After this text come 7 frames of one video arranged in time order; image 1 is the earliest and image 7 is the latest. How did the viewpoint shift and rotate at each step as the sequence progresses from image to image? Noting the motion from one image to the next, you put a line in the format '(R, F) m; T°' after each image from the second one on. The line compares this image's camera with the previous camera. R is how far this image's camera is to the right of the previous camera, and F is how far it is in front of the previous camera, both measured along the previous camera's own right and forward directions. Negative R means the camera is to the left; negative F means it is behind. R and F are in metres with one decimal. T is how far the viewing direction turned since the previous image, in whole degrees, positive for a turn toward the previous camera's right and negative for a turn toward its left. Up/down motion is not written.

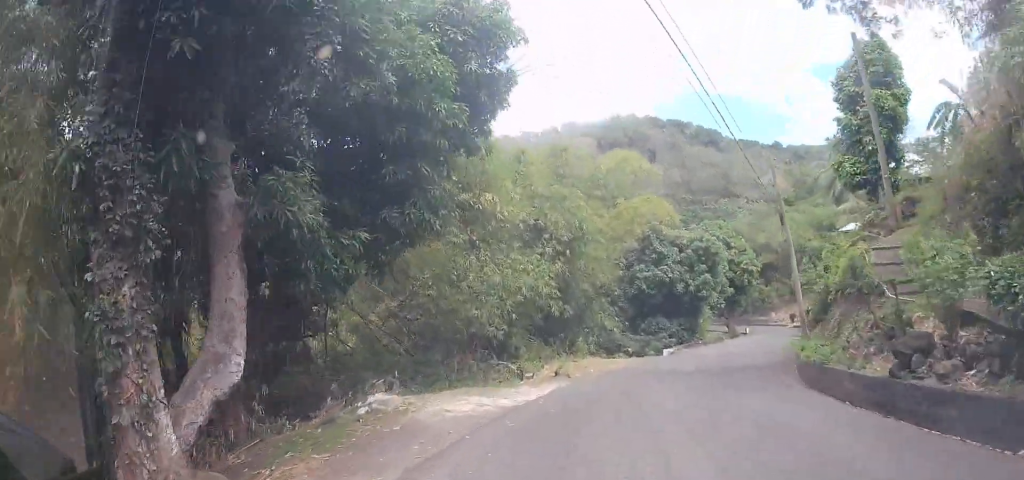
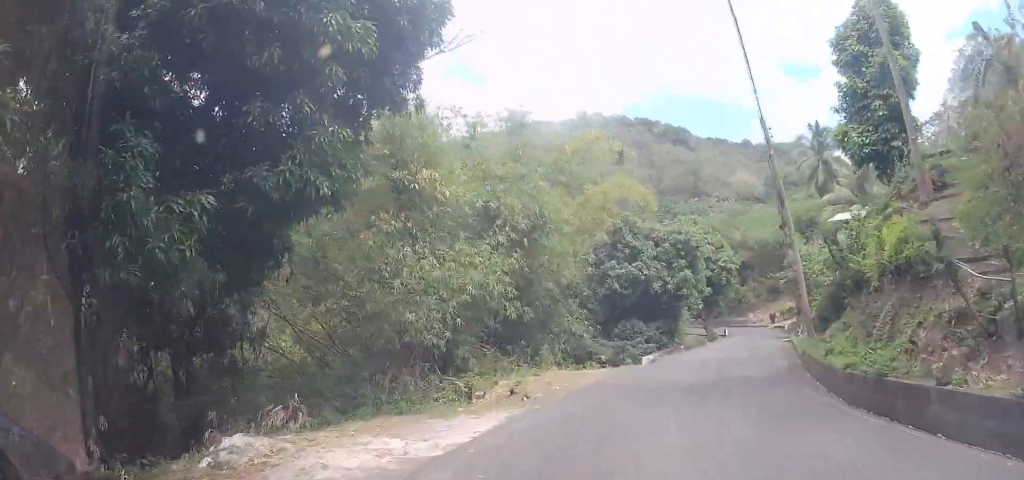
(+0.1, +4.4) m; +1°
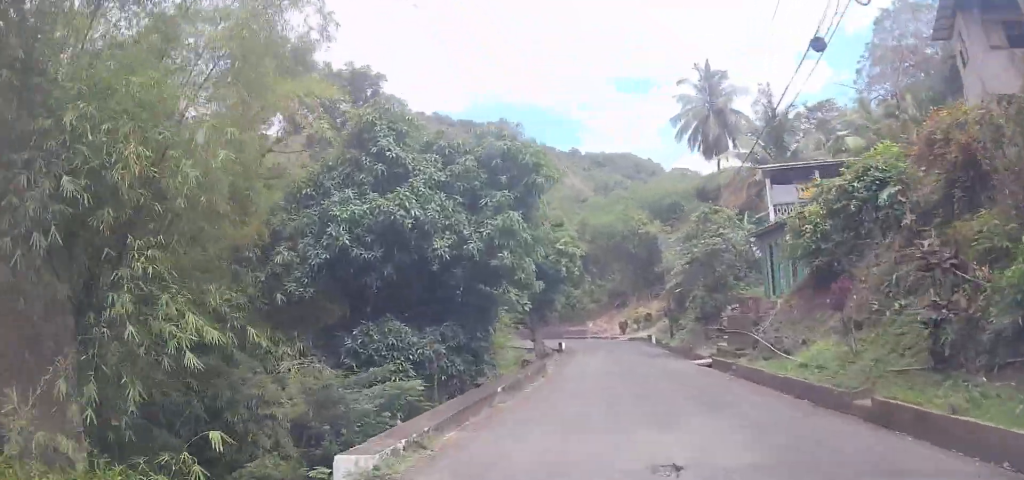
(+2.7, +19.2) m; +18°
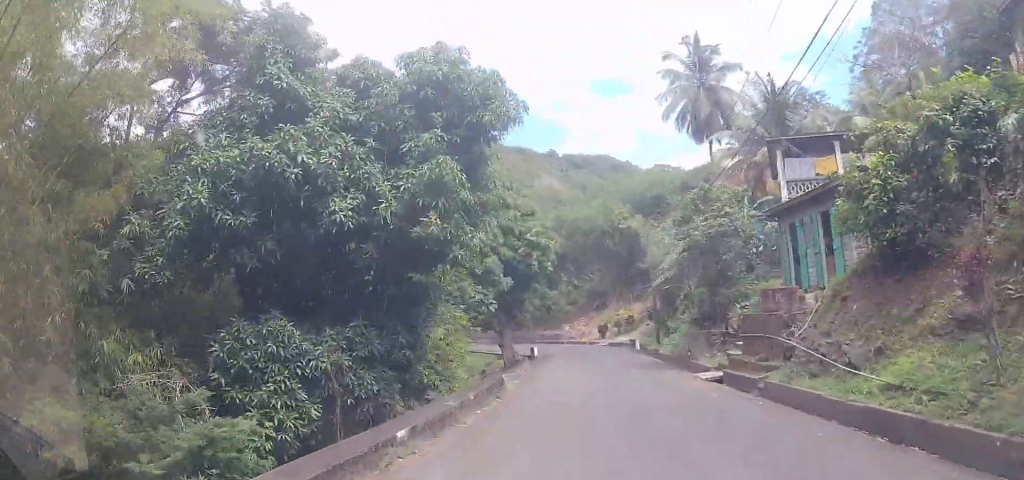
(+0.1, +4.9) m; +1°
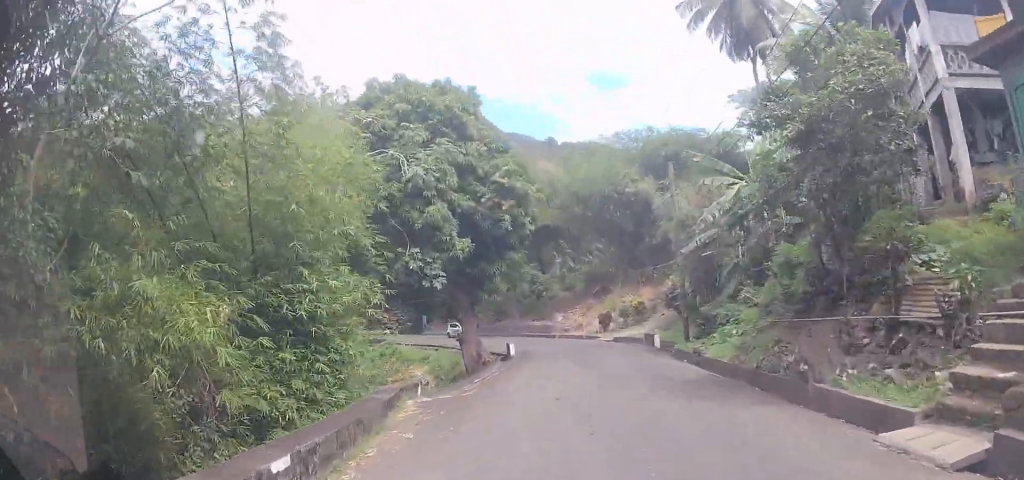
(0.0, +11.3) m; 0°
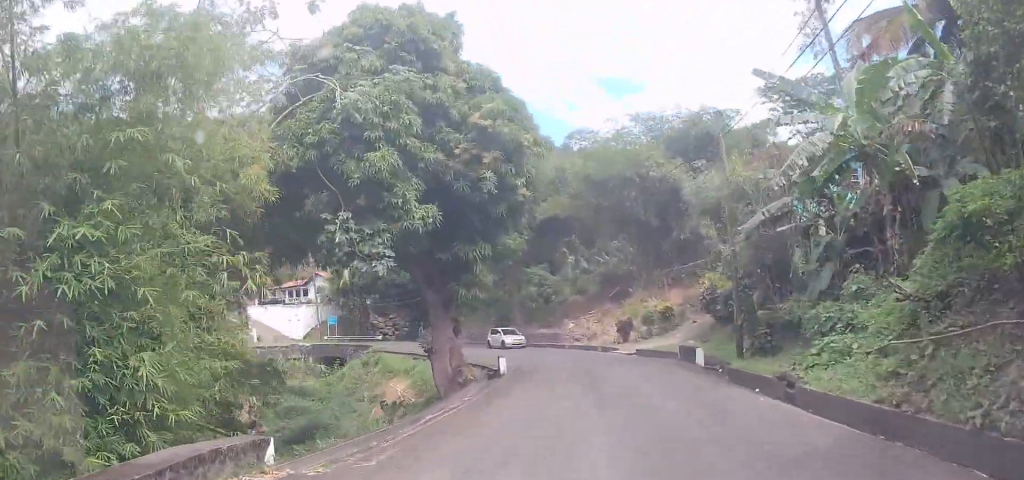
(0.0, +7.4) m; +4°
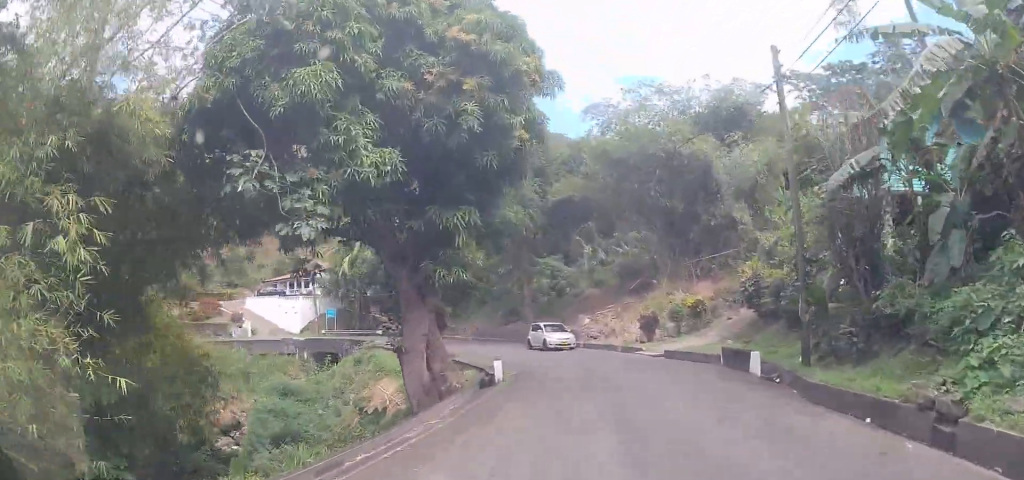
(0.0, +5.0) m; +3°
